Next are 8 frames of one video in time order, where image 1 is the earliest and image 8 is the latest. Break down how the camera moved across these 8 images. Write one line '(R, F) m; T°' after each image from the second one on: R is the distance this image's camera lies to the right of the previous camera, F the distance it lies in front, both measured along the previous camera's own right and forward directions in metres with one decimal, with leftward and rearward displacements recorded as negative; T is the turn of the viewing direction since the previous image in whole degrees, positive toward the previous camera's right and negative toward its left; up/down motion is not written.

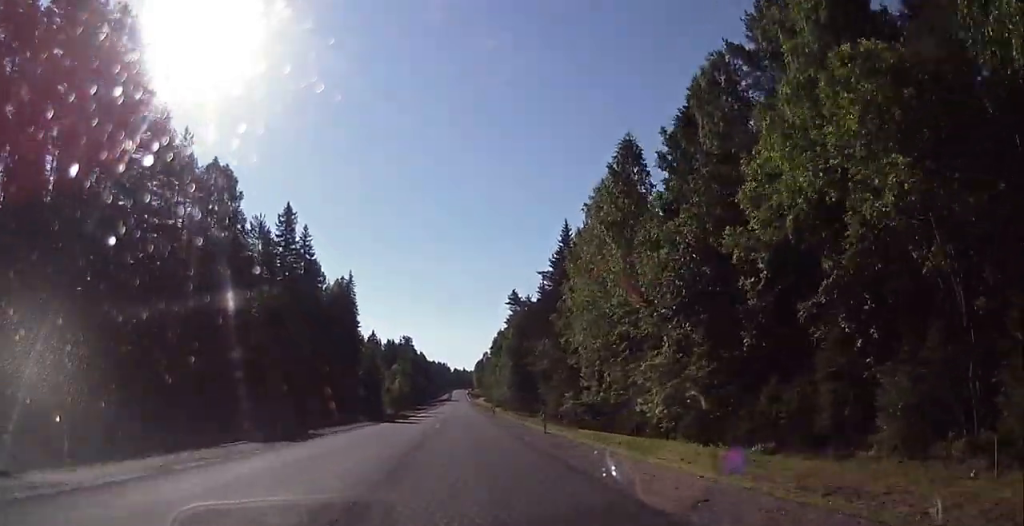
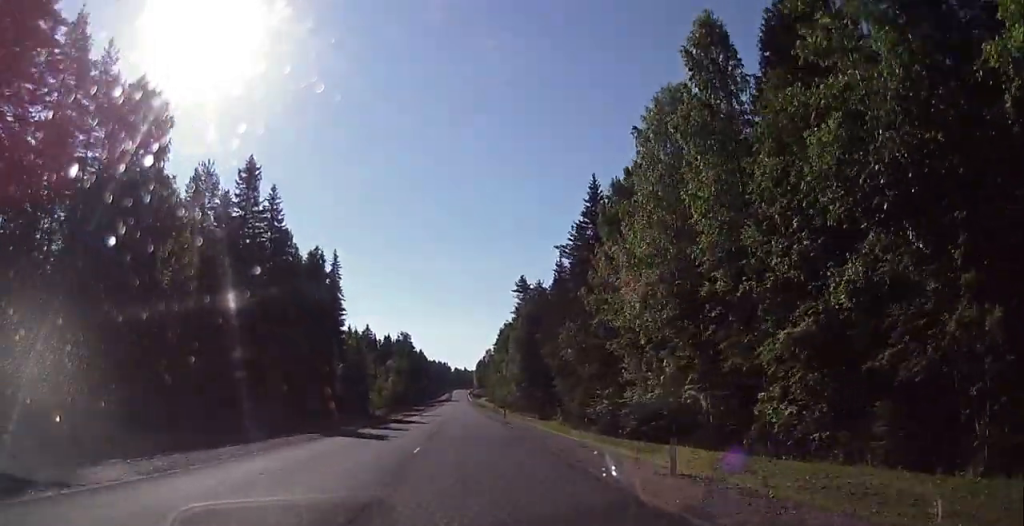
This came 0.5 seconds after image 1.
(-0.1, +17.1) m; 0°
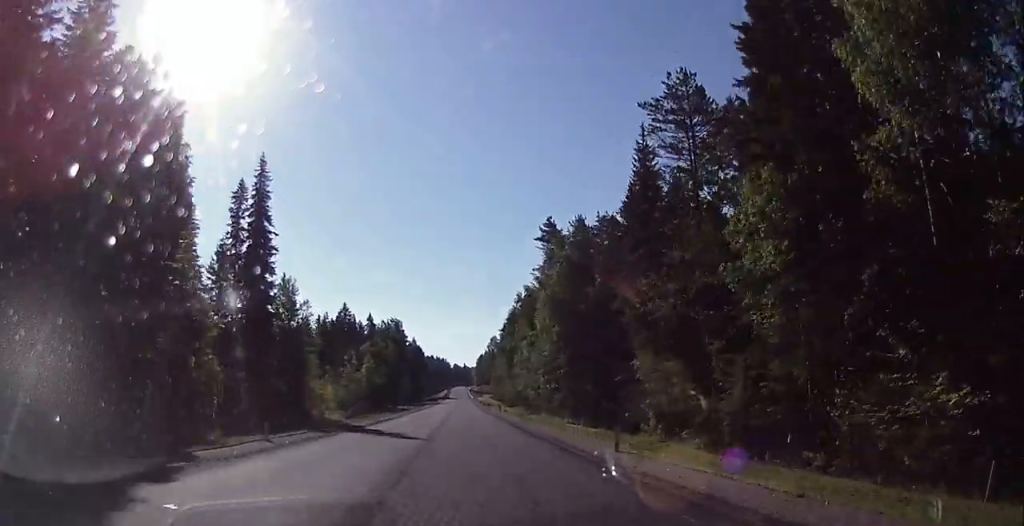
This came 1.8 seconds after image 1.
(+0.1, +41.9) m; +1°
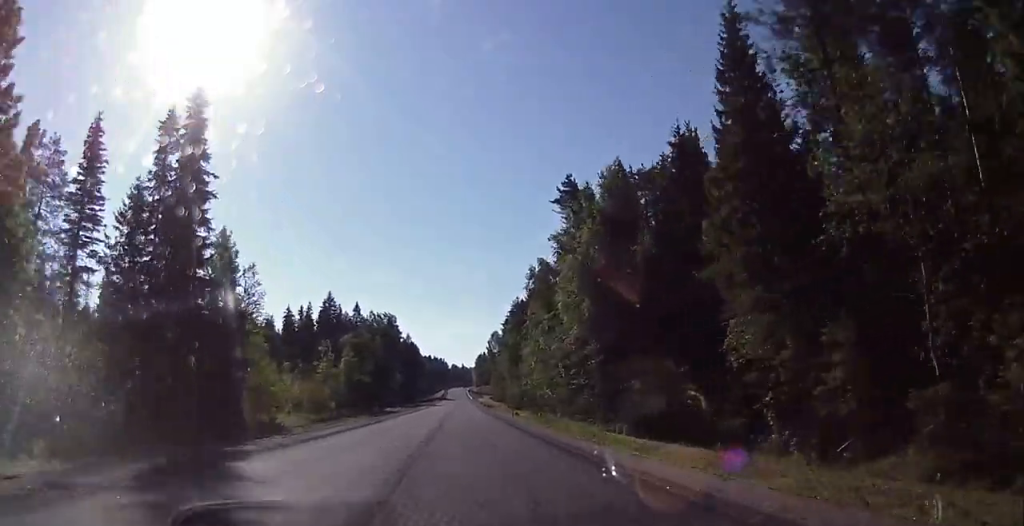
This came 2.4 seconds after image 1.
(0.0, +18.4) m; 0°
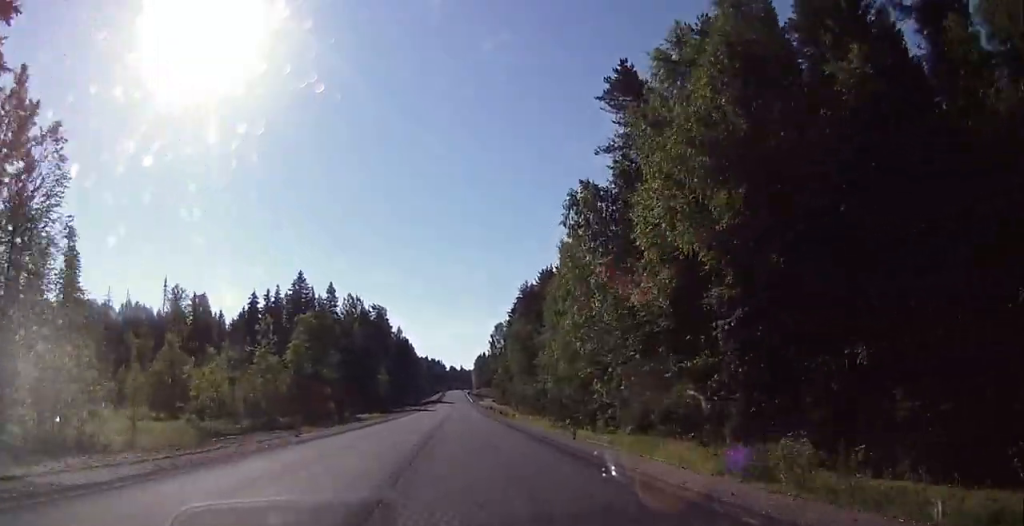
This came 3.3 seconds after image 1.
(-0.1, +28.1) m; -1°
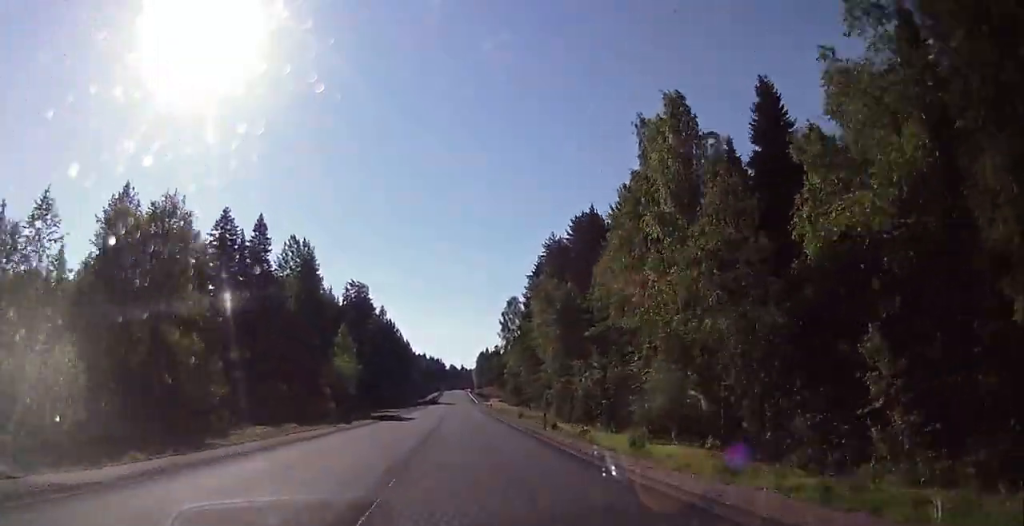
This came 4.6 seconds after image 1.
(0.0, +43.1) m; +1°
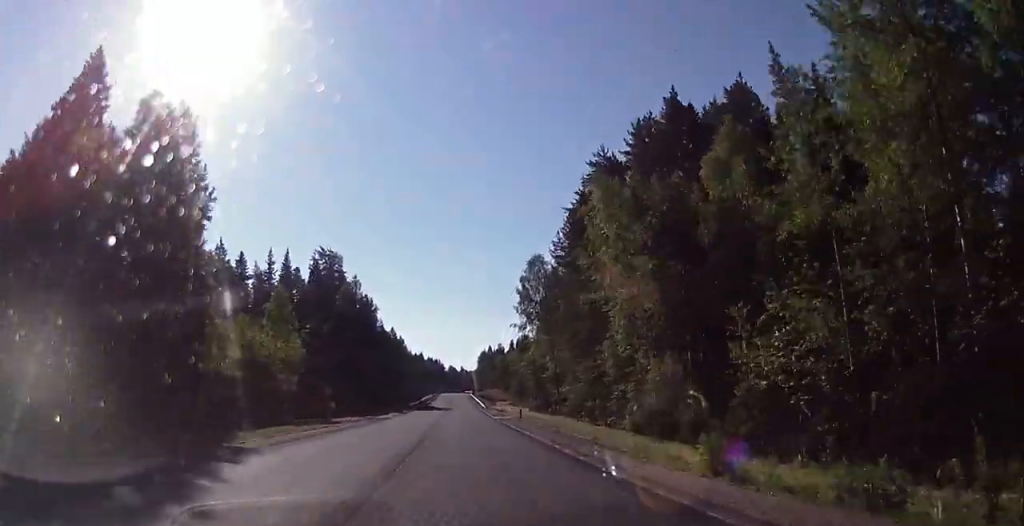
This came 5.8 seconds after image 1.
(+0.3, +38.8) m; +1°
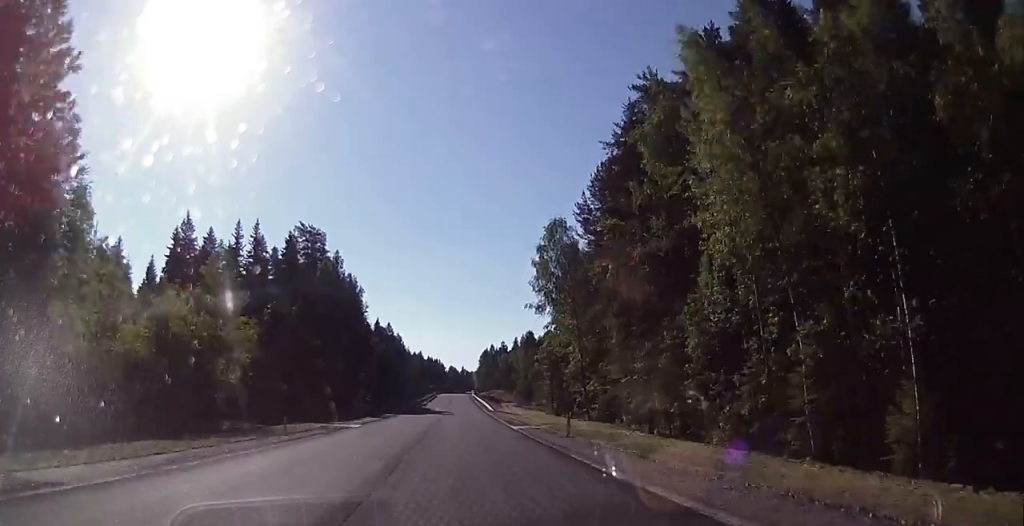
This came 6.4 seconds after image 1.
(0.0, +18.2) m; 0°
